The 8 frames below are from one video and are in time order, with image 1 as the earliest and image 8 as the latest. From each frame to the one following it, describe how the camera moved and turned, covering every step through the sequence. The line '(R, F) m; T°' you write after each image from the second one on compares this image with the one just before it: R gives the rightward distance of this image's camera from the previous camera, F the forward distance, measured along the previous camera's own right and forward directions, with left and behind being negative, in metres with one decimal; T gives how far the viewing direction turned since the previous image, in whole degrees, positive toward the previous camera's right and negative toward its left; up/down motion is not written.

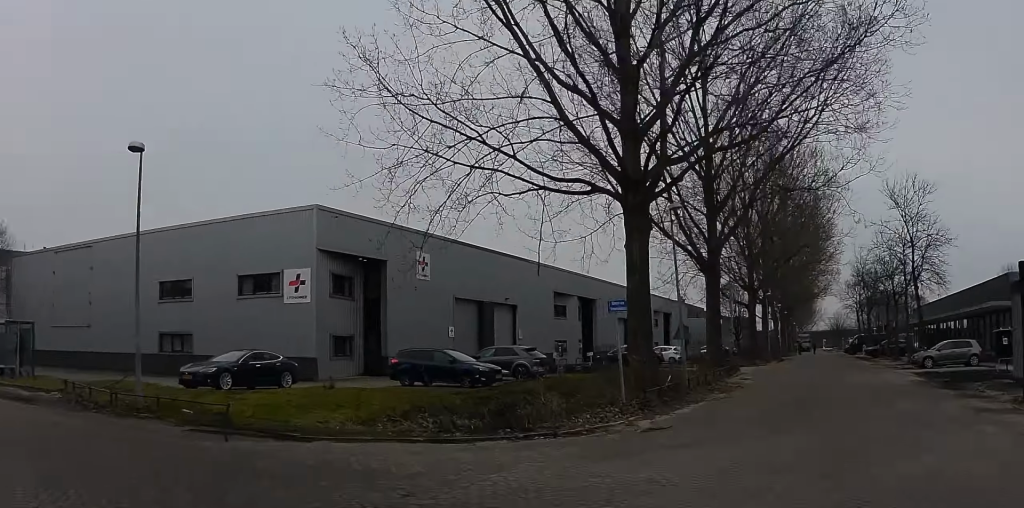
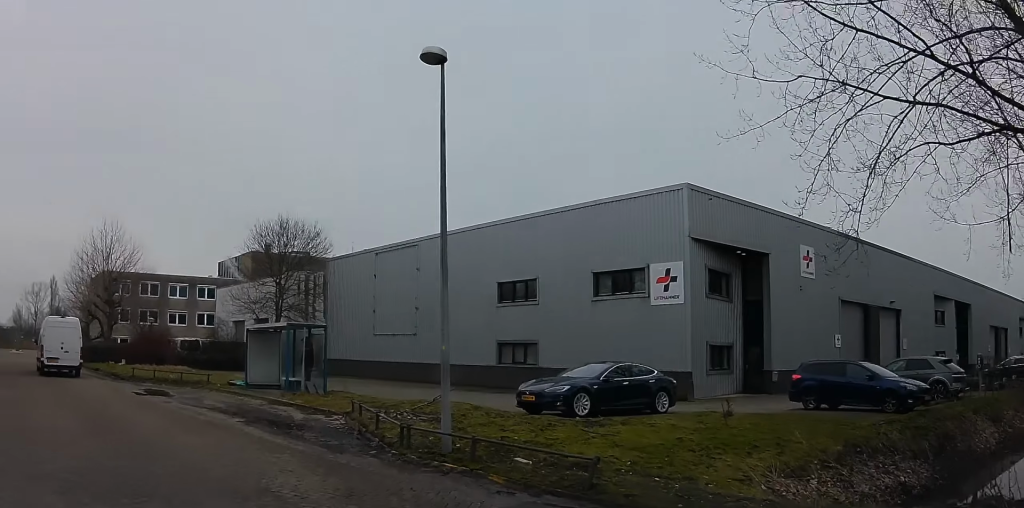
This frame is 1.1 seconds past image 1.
(-1.9, +5.0) m; -37°
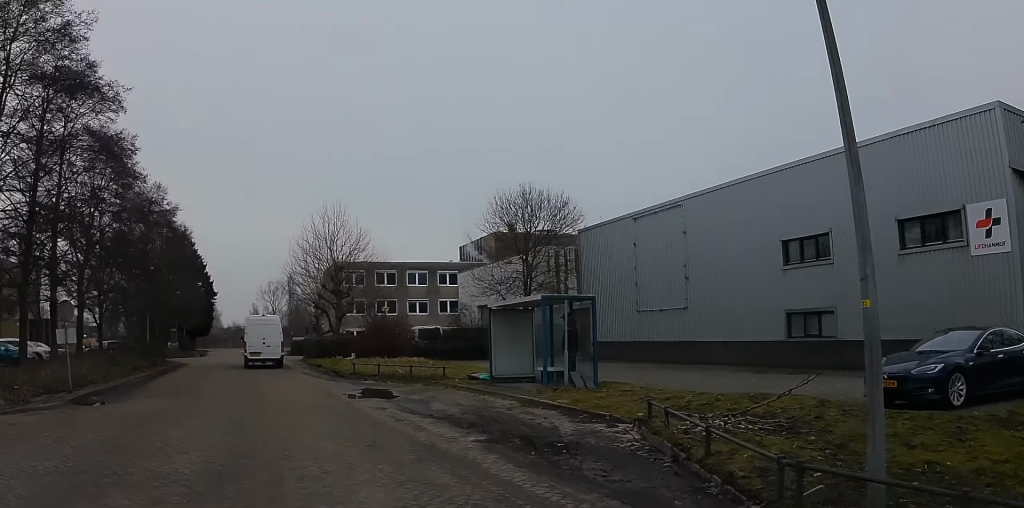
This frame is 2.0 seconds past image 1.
(-1.3, +5.5) m; -16°
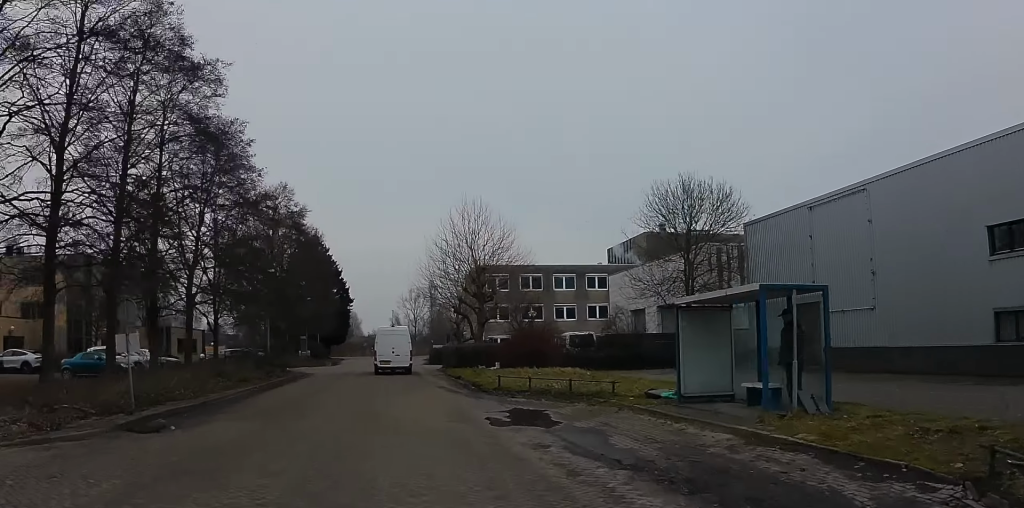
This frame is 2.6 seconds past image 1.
(-0.3, +4.8) m; -4°
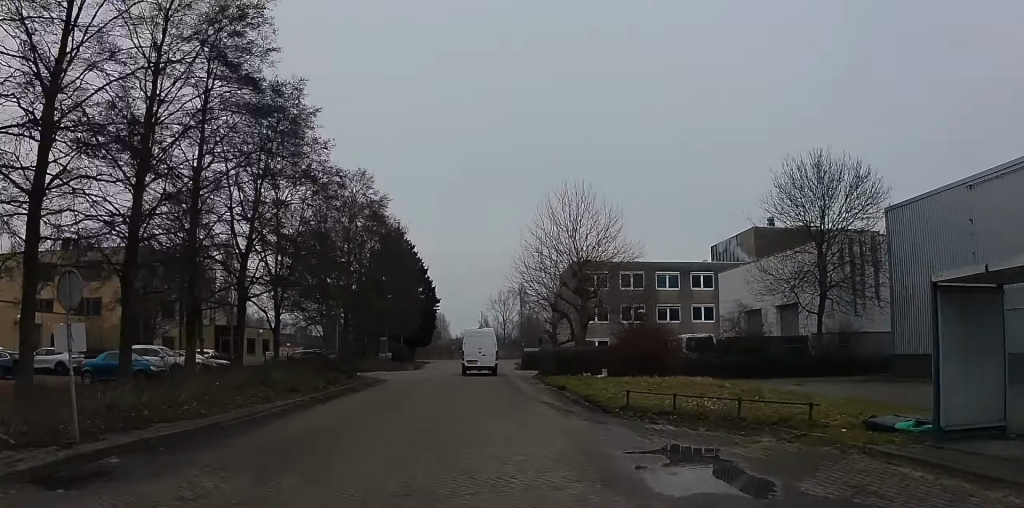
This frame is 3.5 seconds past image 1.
(0.0, +6.7) m; -1°
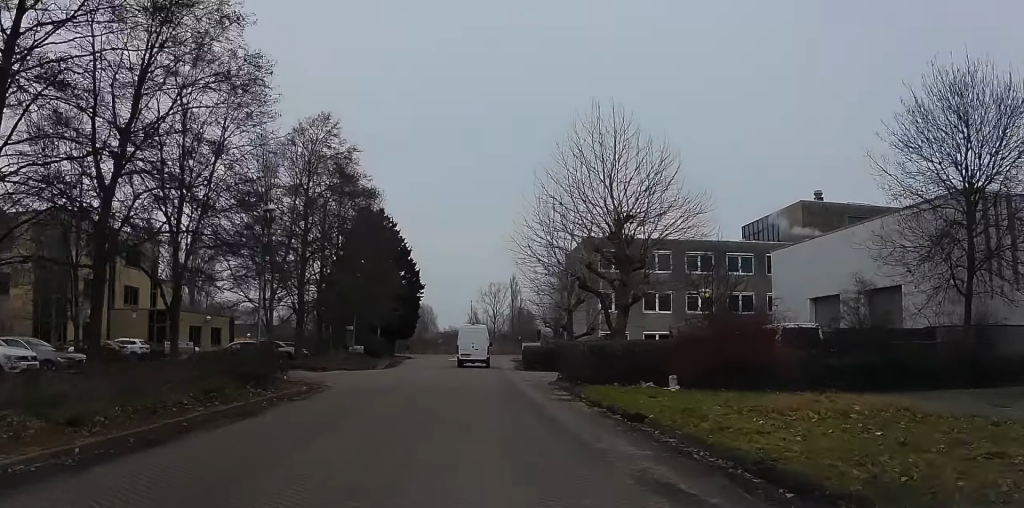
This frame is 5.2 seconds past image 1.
(-2.1, +14.1) m; -10°
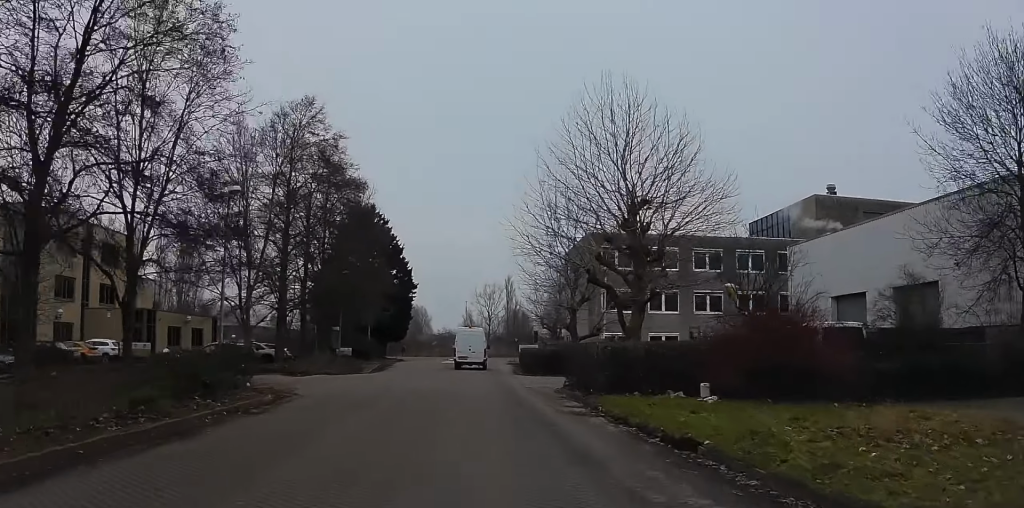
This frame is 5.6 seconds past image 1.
(-0.2, +3.9) m; +1°
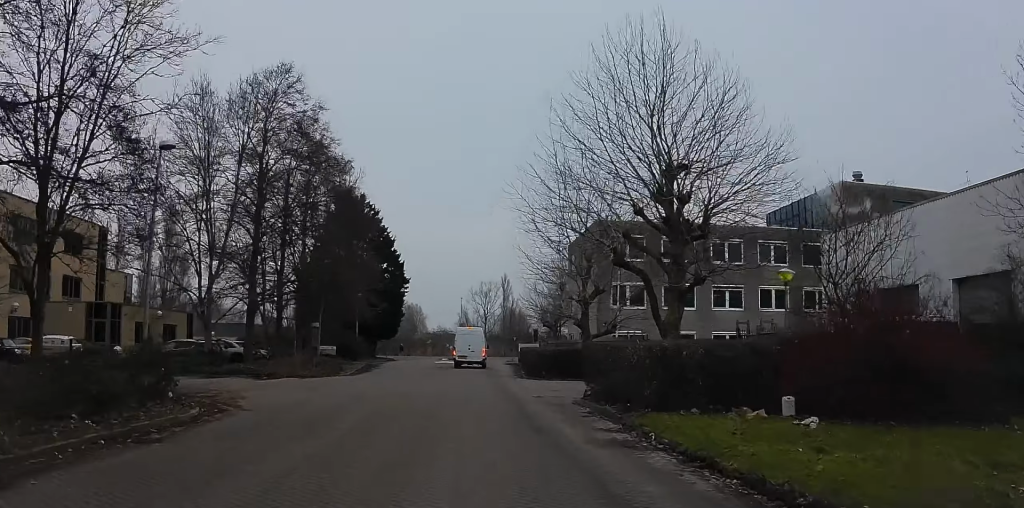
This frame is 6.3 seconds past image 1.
(+0.8, +5.8) m; +3°
